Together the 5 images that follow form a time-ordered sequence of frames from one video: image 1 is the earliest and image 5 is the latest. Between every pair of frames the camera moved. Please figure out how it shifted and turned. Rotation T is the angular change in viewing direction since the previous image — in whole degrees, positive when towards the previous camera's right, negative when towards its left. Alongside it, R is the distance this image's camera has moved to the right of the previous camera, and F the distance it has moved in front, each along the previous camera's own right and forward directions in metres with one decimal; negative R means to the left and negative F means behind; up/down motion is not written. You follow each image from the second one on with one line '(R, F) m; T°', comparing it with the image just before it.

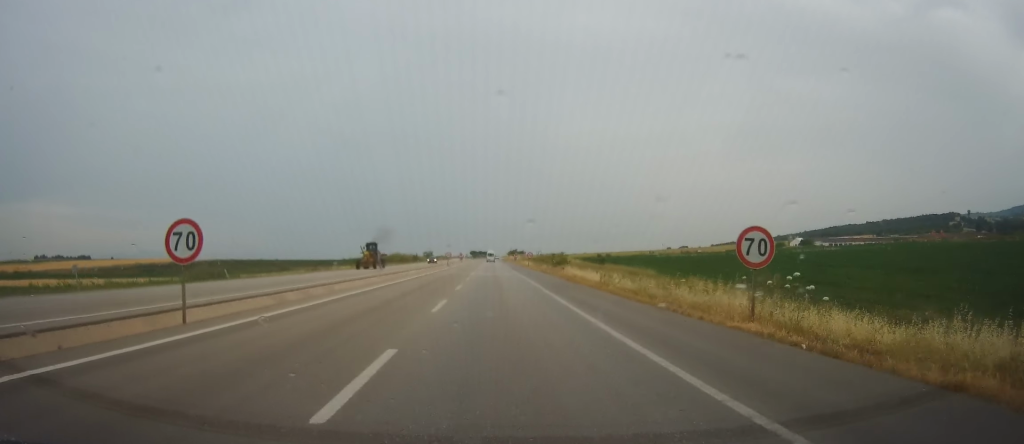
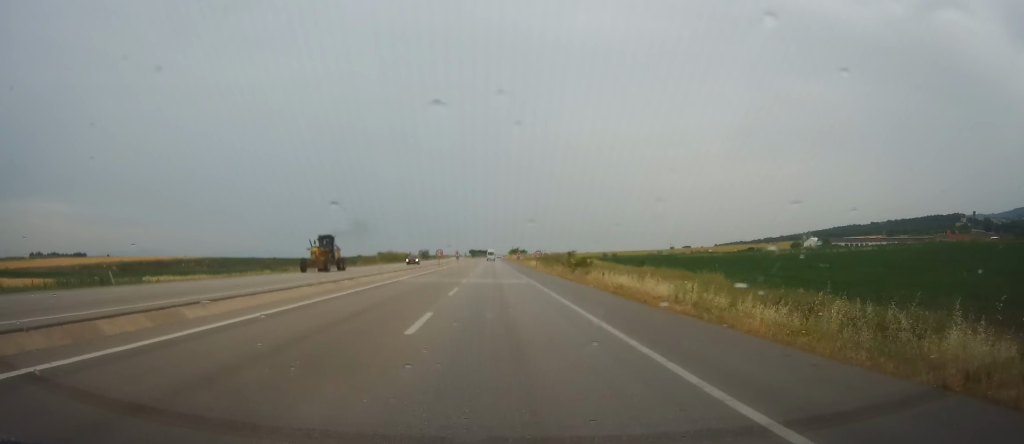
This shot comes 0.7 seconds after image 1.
(+0.3, +16.6) m; +1°
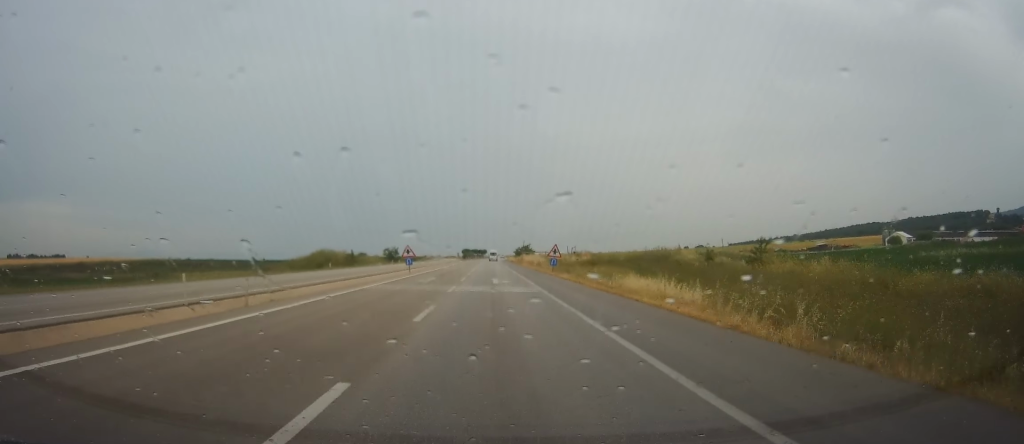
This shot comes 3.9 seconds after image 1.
(+0.4, +78.2) m; -1°
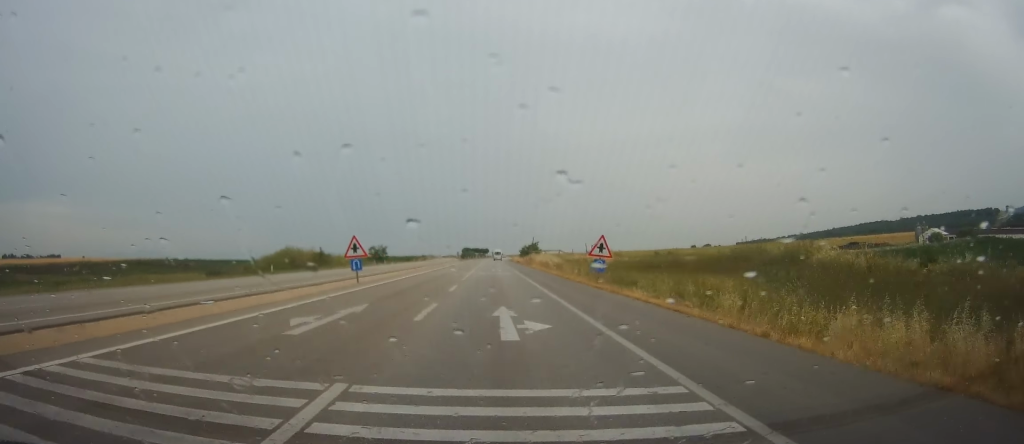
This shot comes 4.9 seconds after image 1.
(-0.5, +23.3) m; +1°
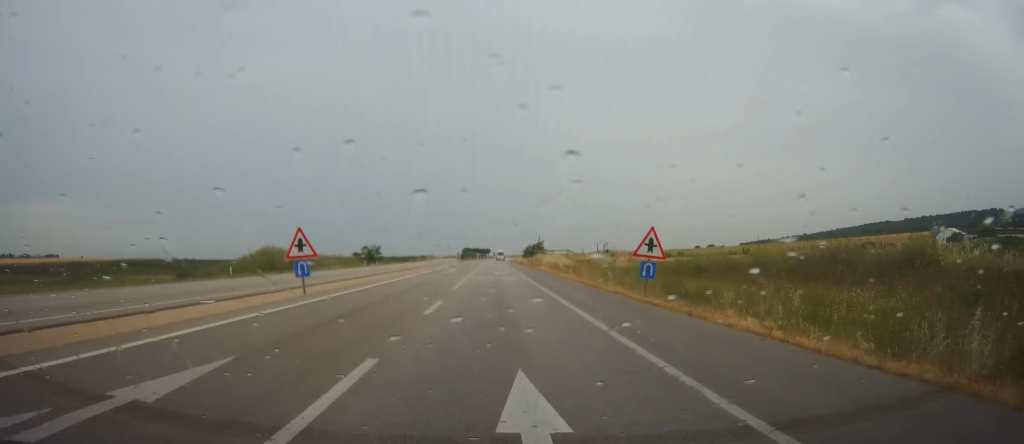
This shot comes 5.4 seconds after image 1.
(+0.4, +10.6) m; +1°
